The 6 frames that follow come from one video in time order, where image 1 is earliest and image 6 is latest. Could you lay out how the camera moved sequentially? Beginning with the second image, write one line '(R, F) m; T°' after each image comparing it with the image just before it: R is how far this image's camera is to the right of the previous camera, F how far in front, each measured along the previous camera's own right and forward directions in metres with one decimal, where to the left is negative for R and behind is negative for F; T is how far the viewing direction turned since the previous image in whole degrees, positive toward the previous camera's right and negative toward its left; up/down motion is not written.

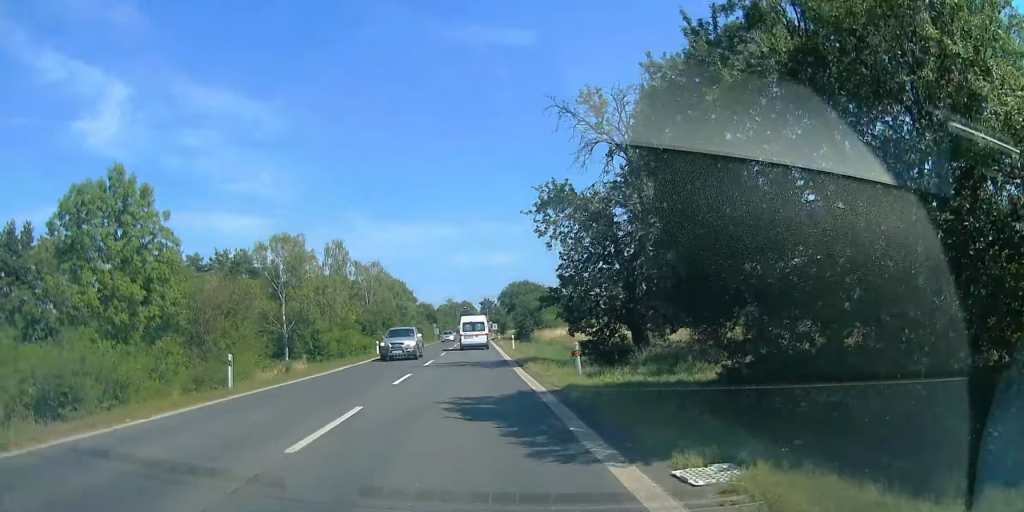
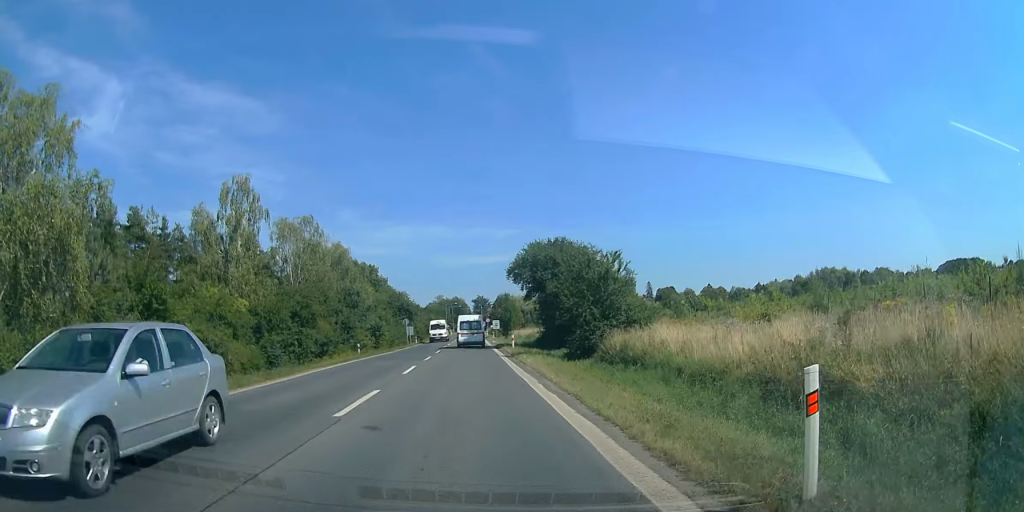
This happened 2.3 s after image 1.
(+0.4, +33.2) m; +1°
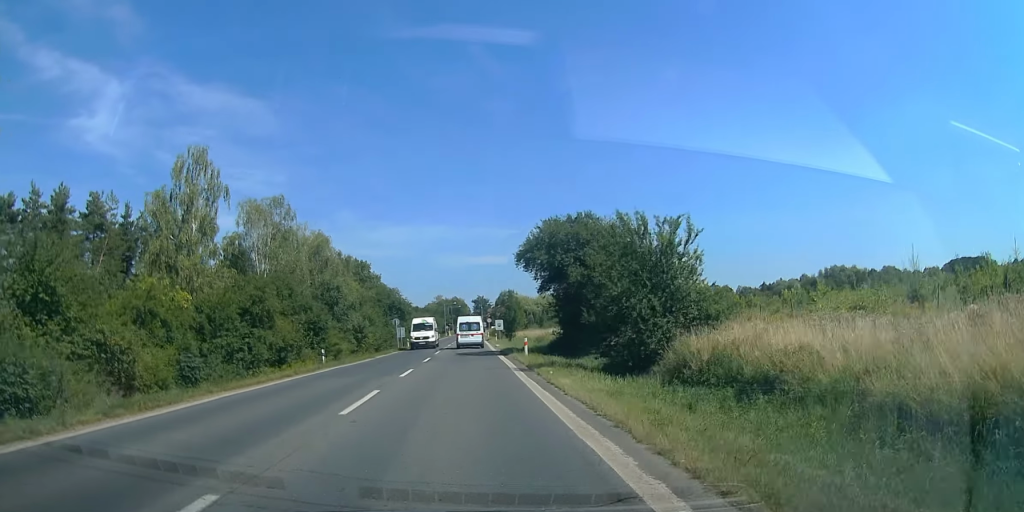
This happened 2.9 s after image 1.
(0.0, +8.6) m; 0°
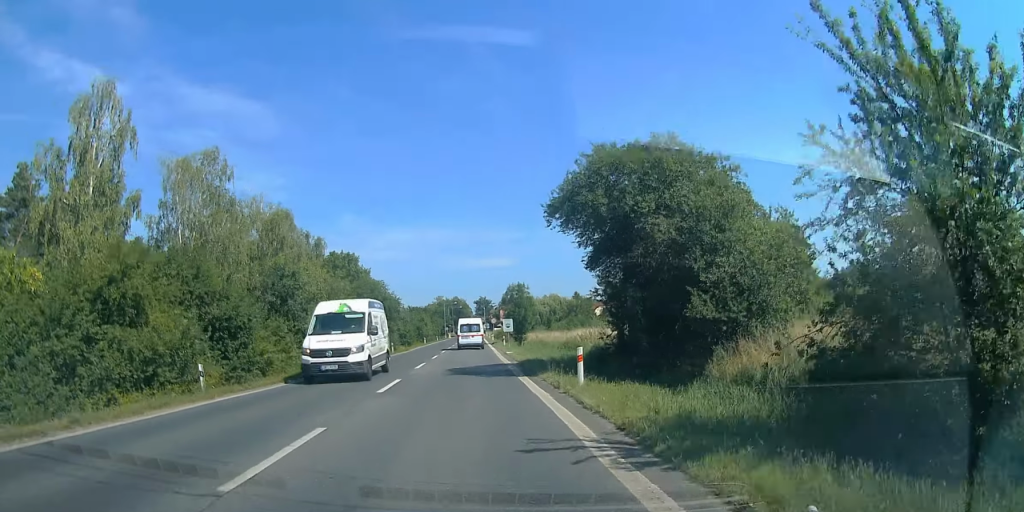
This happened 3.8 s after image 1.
(0.0, +12.9) m; 0°
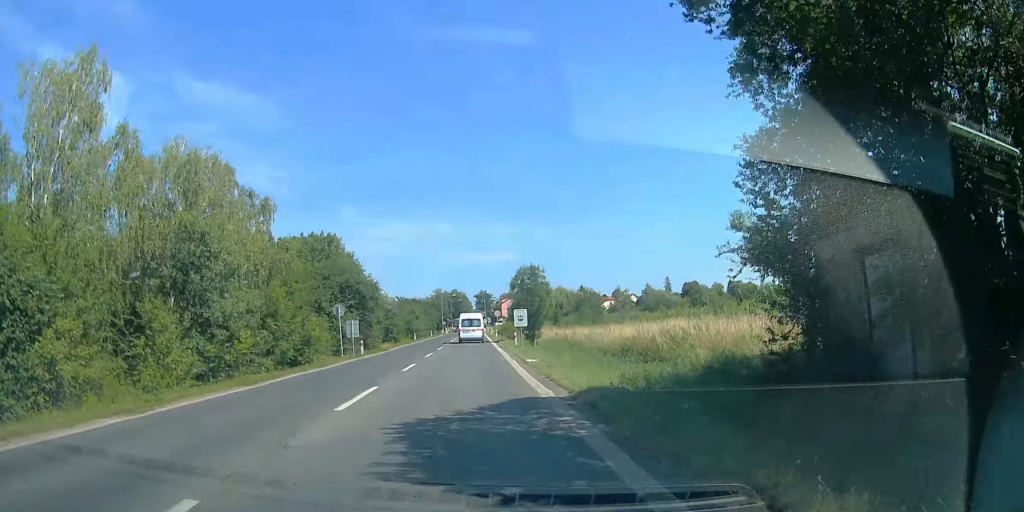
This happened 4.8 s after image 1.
(0.0, +13.1) m; -5°
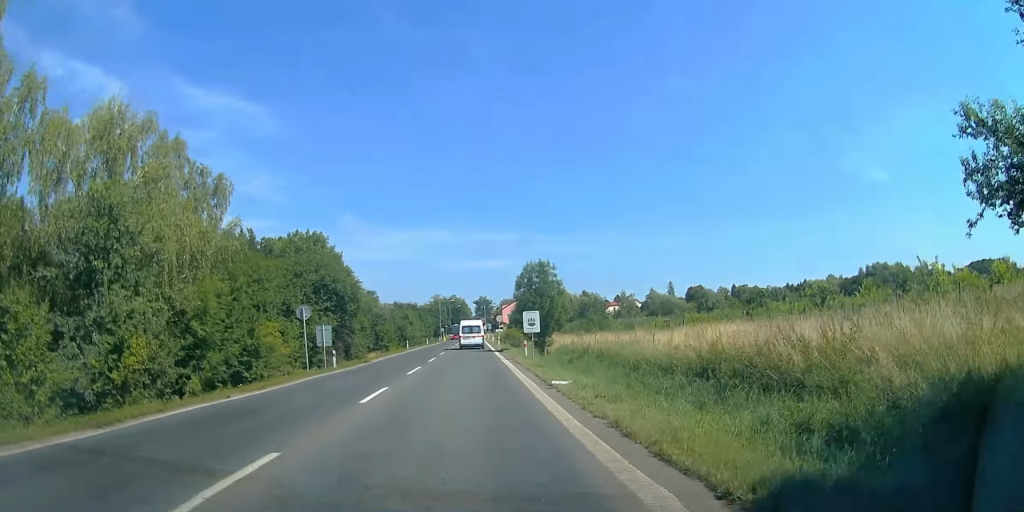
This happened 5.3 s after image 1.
(-0.5, +6.9) m; -1°
